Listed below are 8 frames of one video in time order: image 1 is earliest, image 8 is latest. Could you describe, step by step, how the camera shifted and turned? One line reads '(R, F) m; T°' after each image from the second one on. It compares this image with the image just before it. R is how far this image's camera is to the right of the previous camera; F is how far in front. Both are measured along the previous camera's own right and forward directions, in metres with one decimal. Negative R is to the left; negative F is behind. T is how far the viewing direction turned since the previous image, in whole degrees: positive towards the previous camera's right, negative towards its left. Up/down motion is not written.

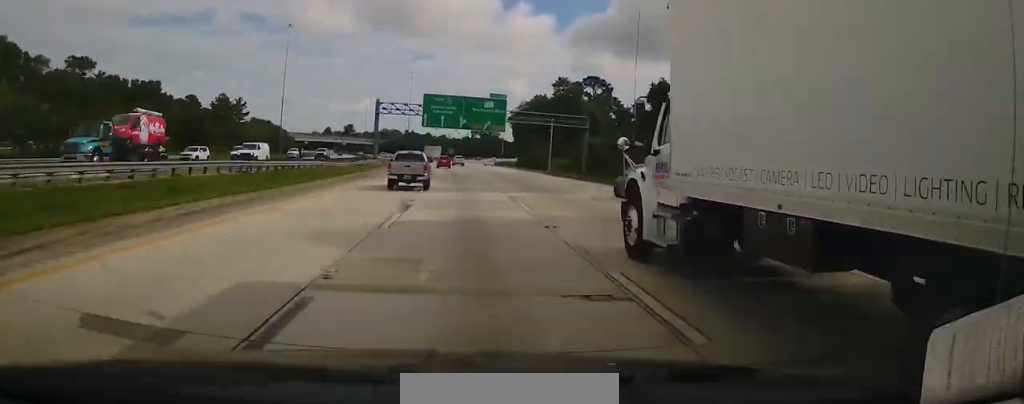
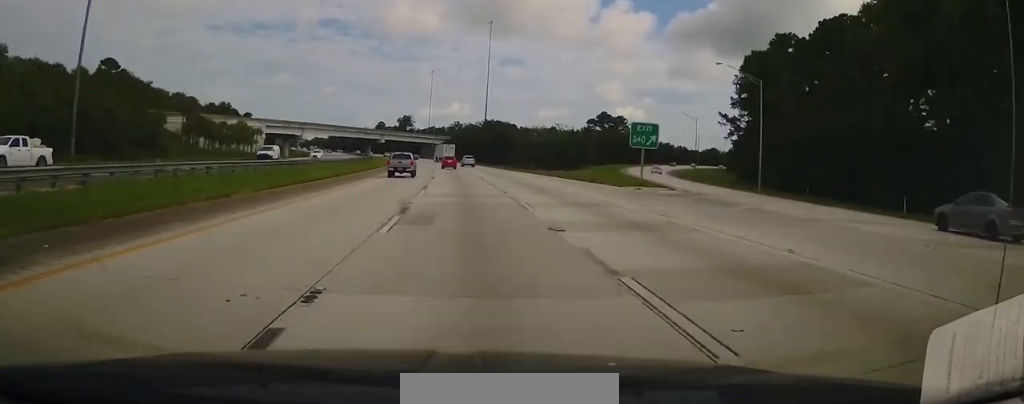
(-11.2, +136.0) m; -10°
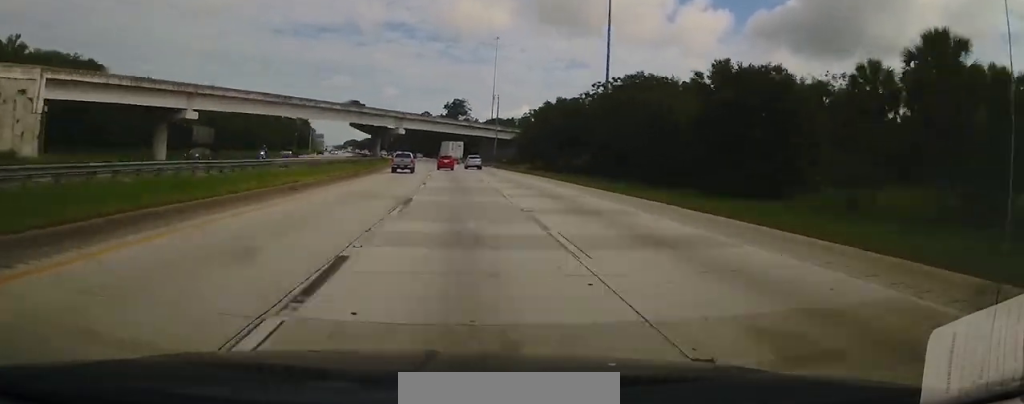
(-6.5, +106.4) m; -8°
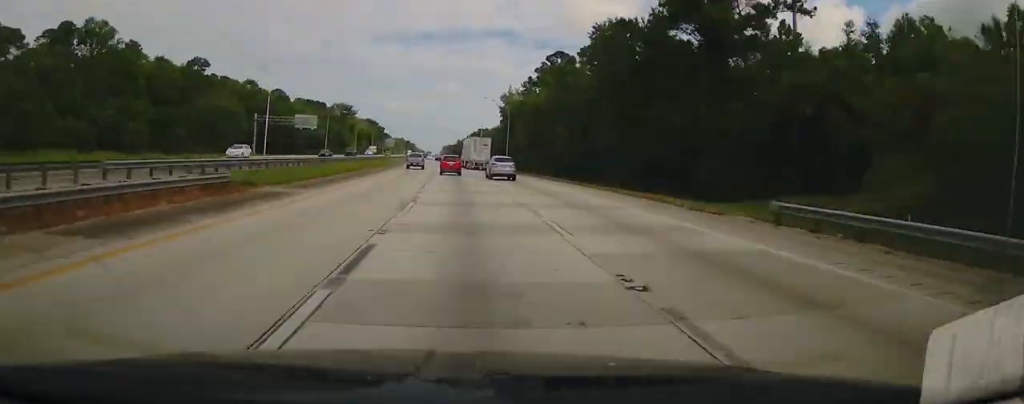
(-16.3, +168.4) m; -8°
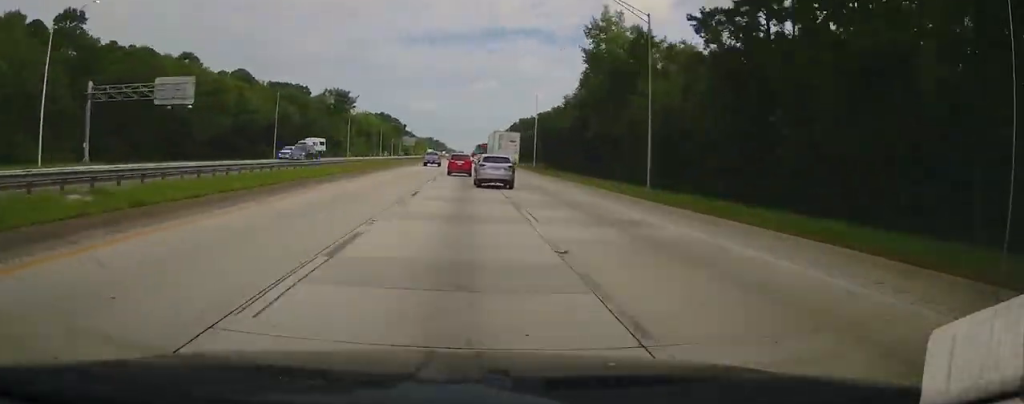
(-2.7, +71.4) m; -2°
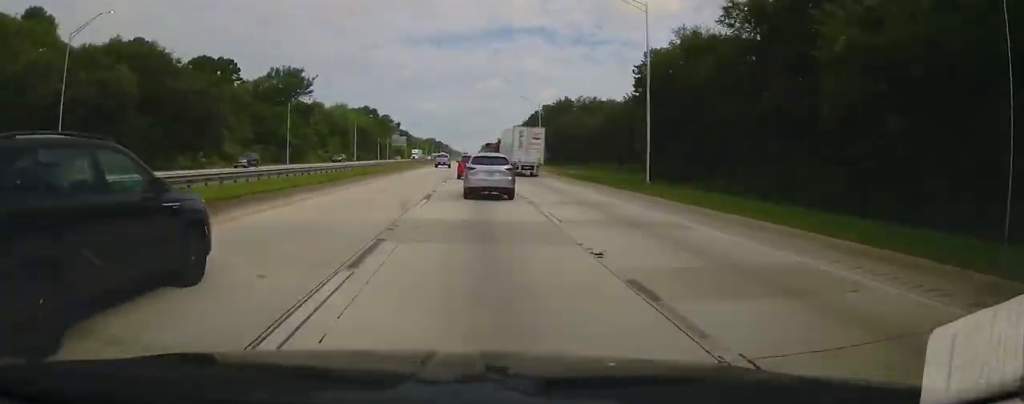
(-0.8, +62.8) m; -1°
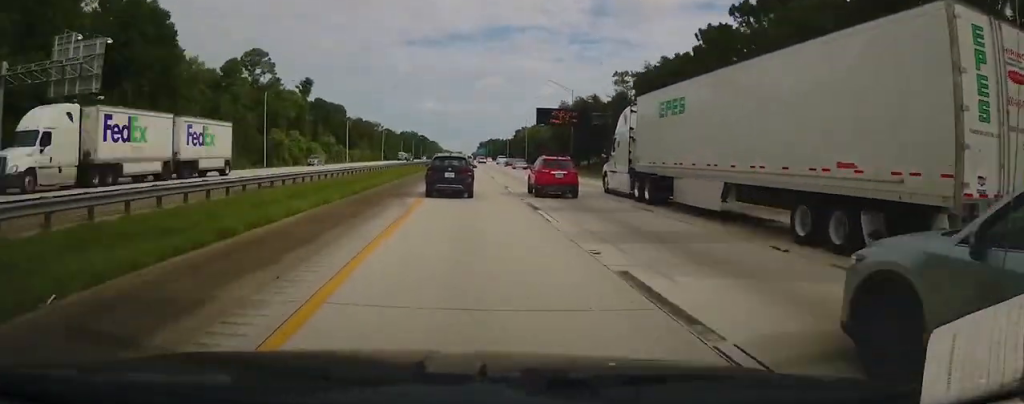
(+2.5, +211.5) m; +1°
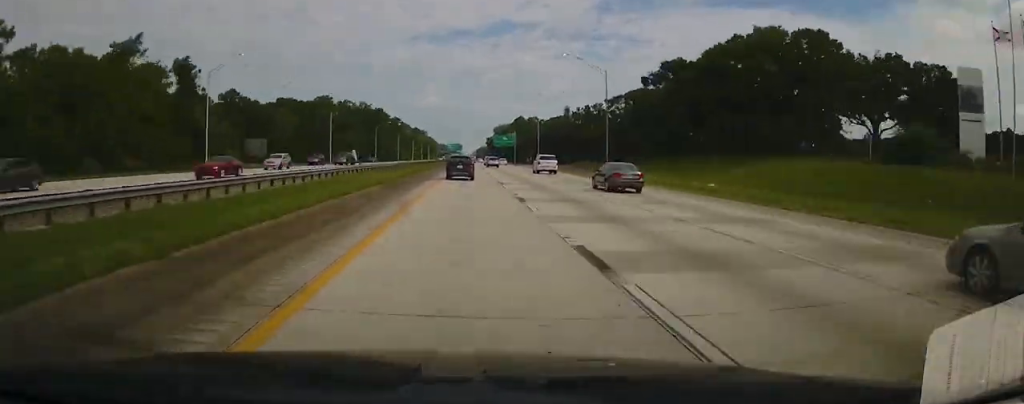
(-0.1, +274.5) m; 0°
